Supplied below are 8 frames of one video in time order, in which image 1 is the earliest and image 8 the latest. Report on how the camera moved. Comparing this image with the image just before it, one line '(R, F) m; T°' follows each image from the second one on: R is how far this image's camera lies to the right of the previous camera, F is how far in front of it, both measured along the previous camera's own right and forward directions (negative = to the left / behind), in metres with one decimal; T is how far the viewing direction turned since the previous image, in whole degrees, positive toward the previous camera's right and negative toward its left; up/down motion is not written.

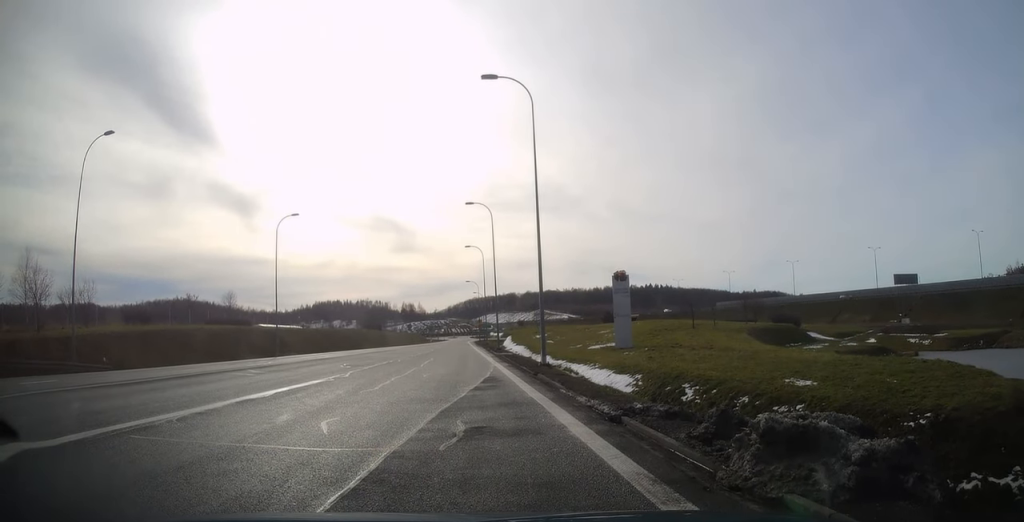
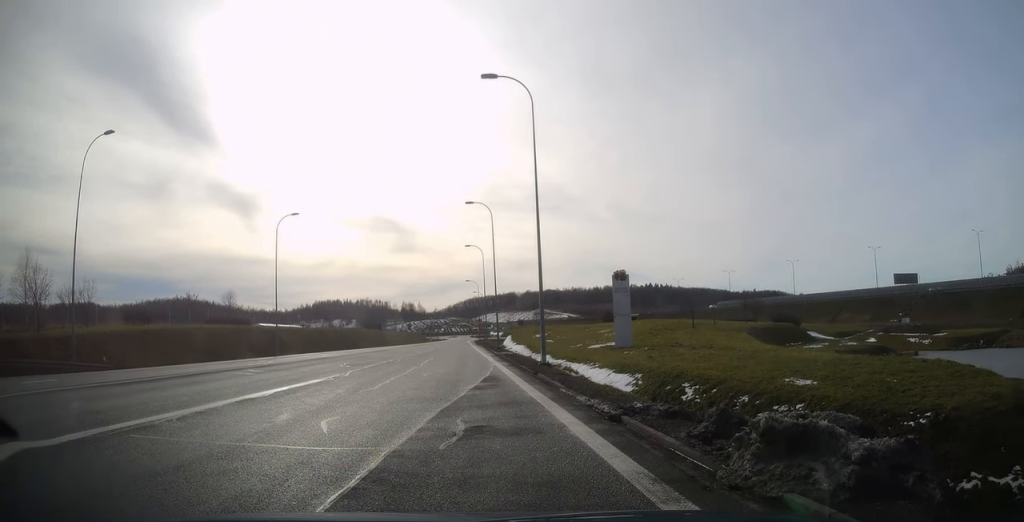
(-0.2, +0.4) m; 0°
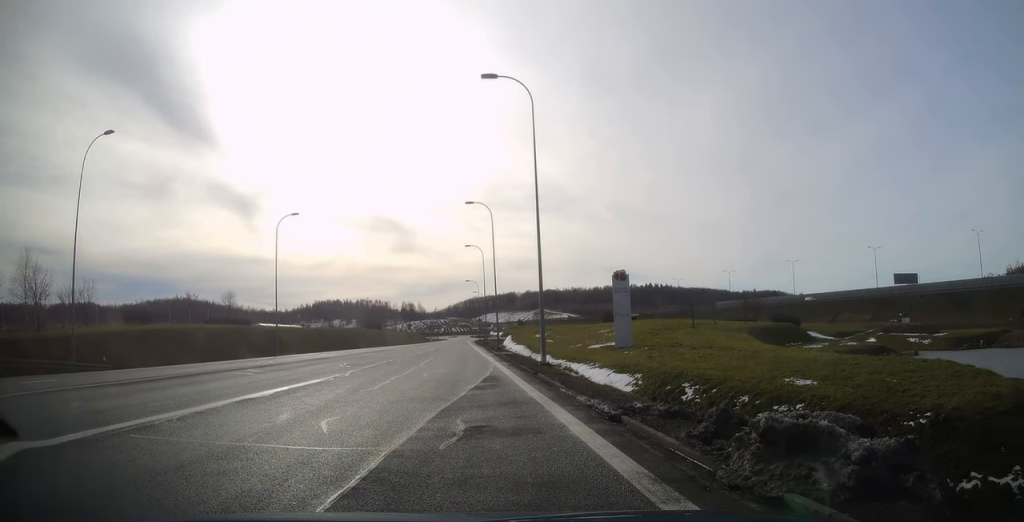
(0.0, 0.0) m; 0°
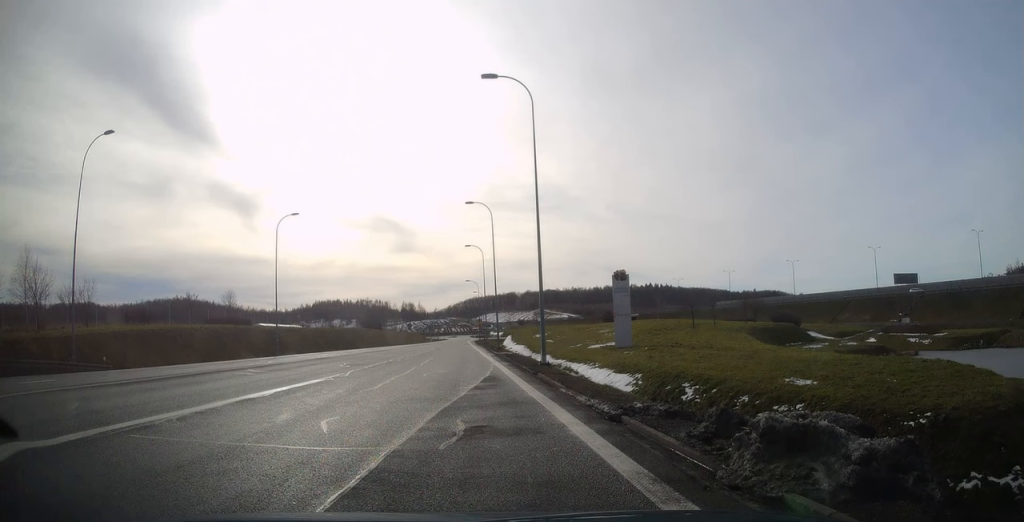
(0.0, 0.0) m; 0°
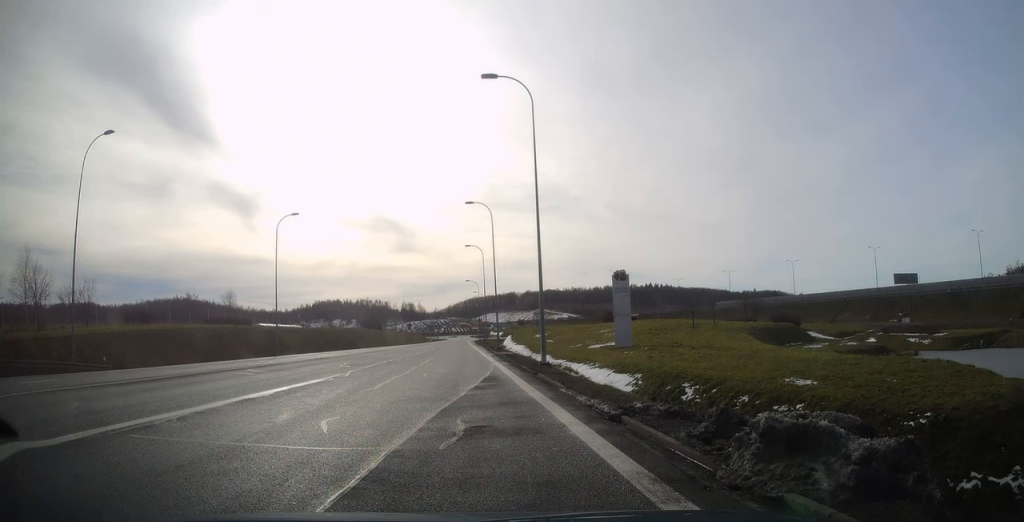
(0.0, 0.0) m; 0°
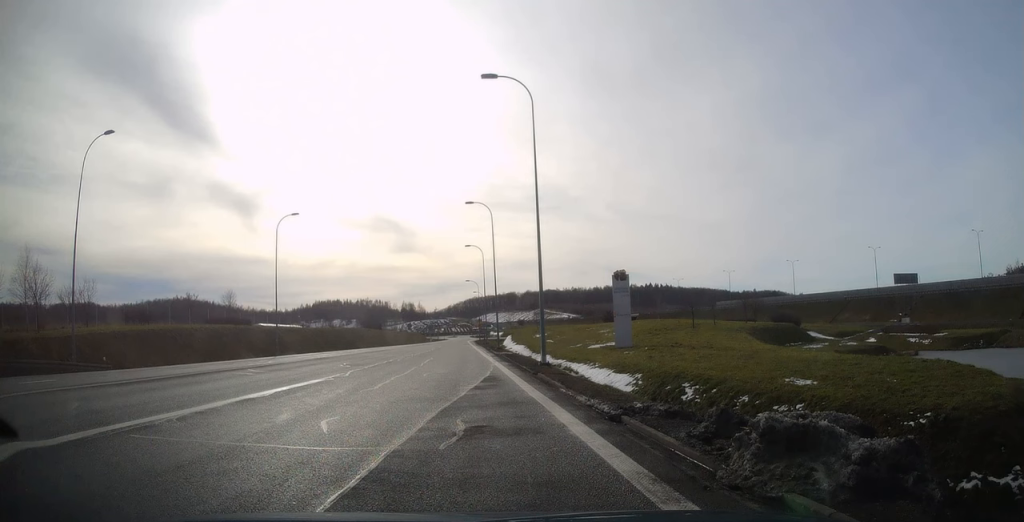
(0.0, 0.0) m; 0°
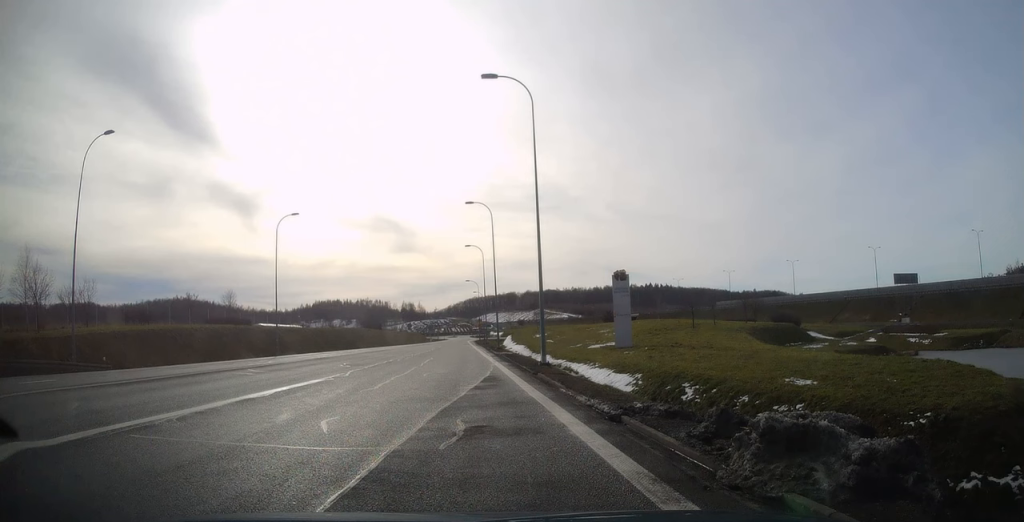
(0.0, 0.0) m; 0°
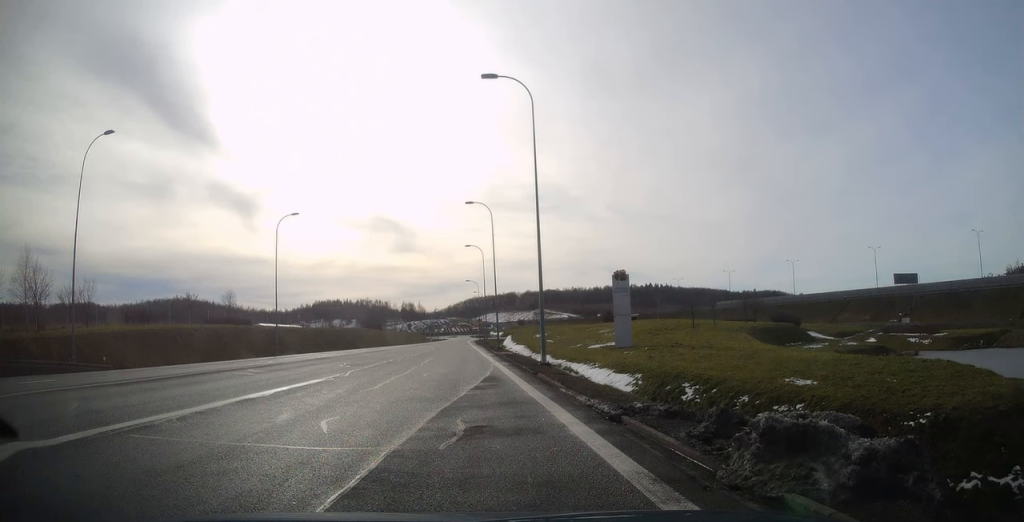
(0.0, 0.0) m; 0°
